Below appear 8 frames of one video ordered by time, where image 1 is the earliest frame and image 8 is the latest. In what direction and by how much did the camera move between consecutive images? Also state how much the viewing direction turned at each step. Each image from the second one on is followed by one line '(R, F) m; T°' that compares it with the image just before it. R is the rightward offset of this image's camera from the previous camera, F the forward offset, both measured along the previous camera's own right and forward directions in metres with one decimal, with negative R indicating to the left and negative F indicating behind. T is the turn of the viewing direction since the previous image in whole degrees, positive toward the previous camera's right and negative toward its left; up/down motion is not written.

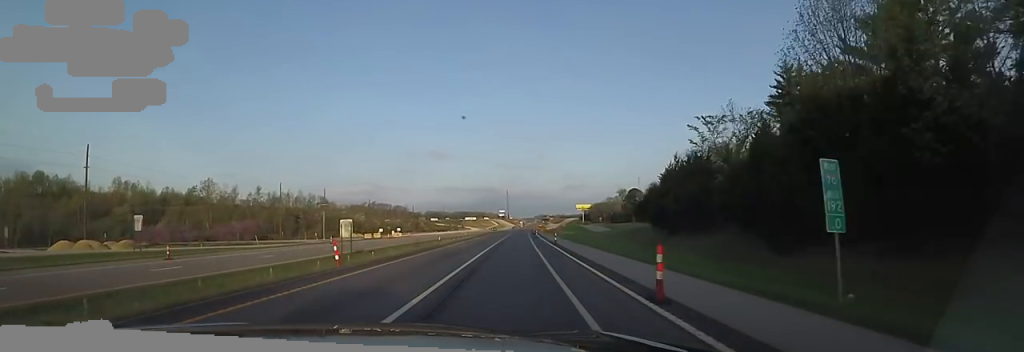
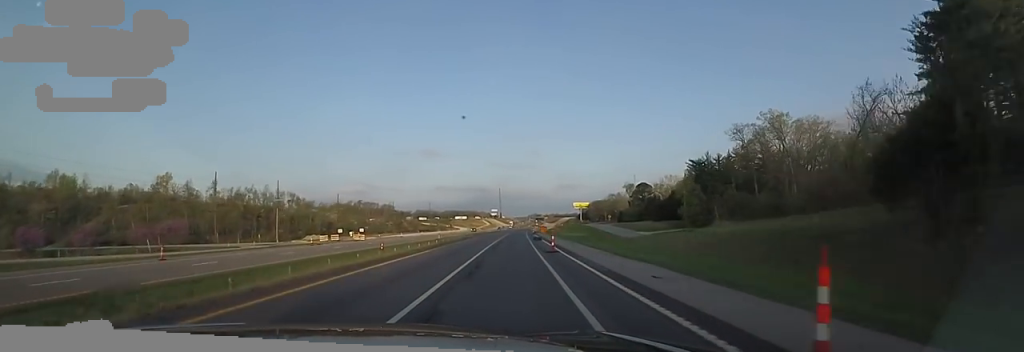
(-0.3, +32.3) m; +1°
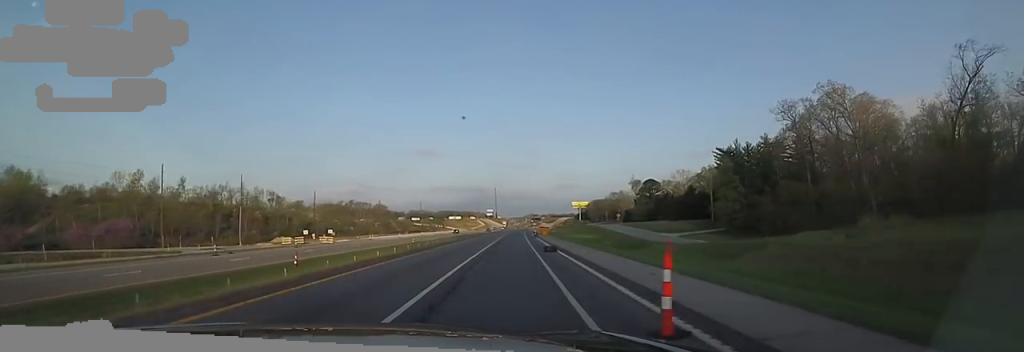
(+0.2, +20.5) m; +1°
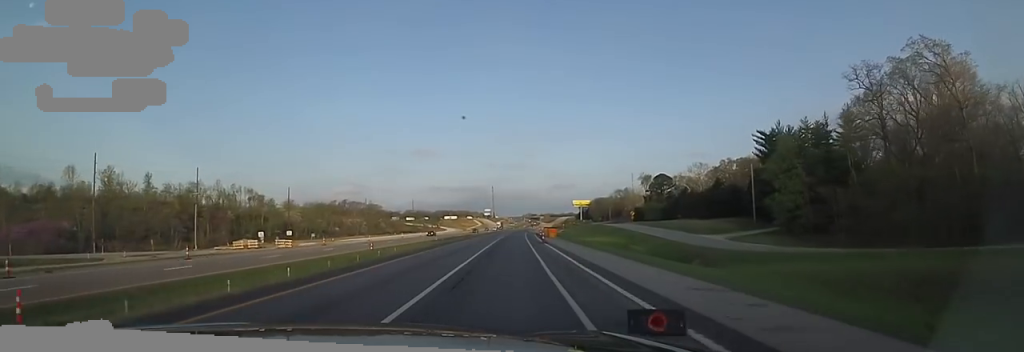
(+0.4, +19.6) m; +1°
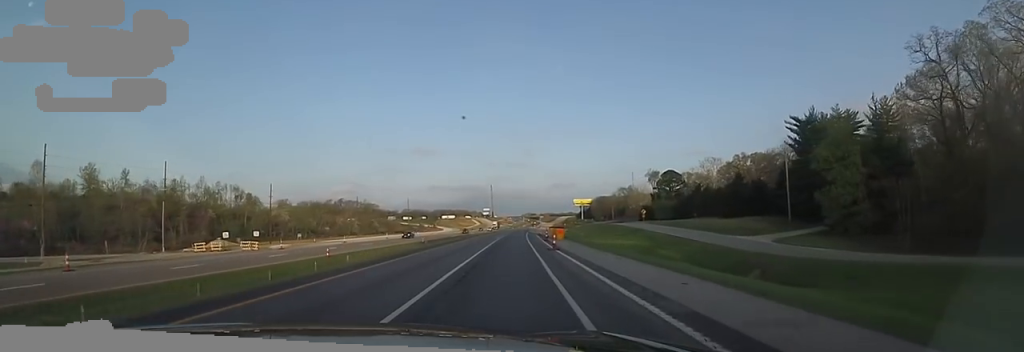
(0.0, +11.7) m; 0°
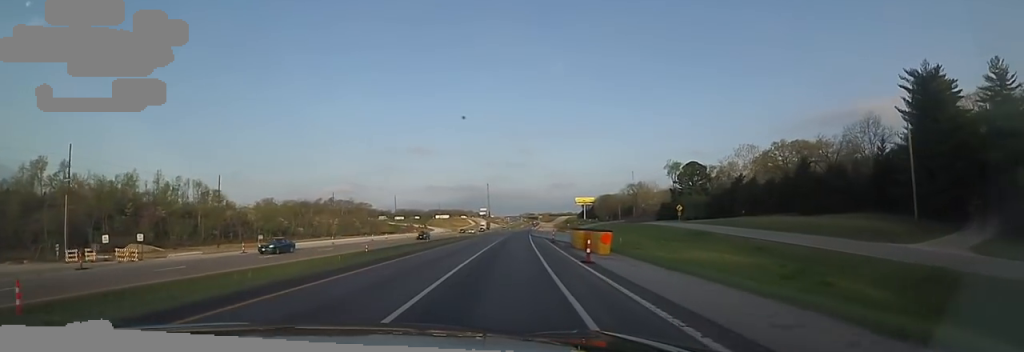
(0.0, +26.2) m; 0°
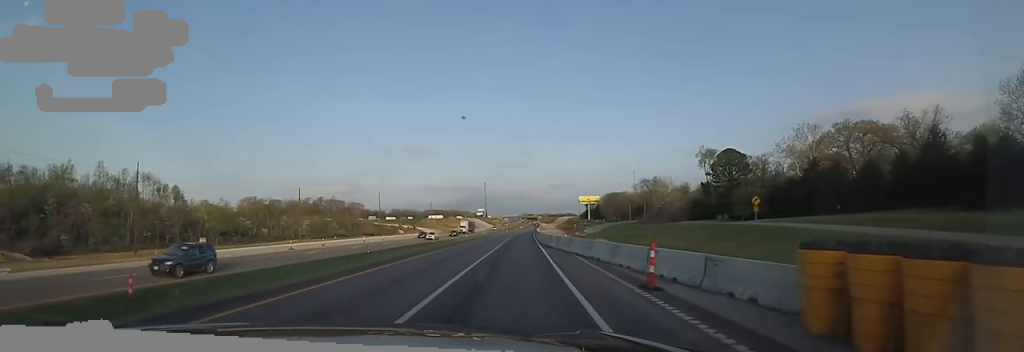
(-0.2, +28.7) m; -1°
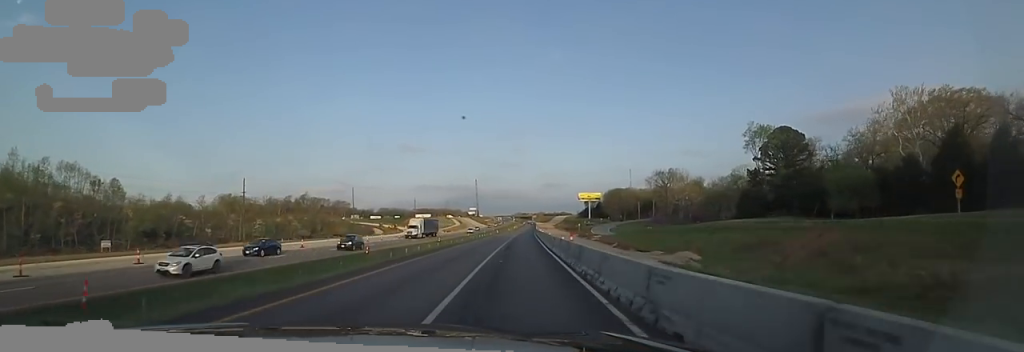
(0.0, +30.2) m; +2°
